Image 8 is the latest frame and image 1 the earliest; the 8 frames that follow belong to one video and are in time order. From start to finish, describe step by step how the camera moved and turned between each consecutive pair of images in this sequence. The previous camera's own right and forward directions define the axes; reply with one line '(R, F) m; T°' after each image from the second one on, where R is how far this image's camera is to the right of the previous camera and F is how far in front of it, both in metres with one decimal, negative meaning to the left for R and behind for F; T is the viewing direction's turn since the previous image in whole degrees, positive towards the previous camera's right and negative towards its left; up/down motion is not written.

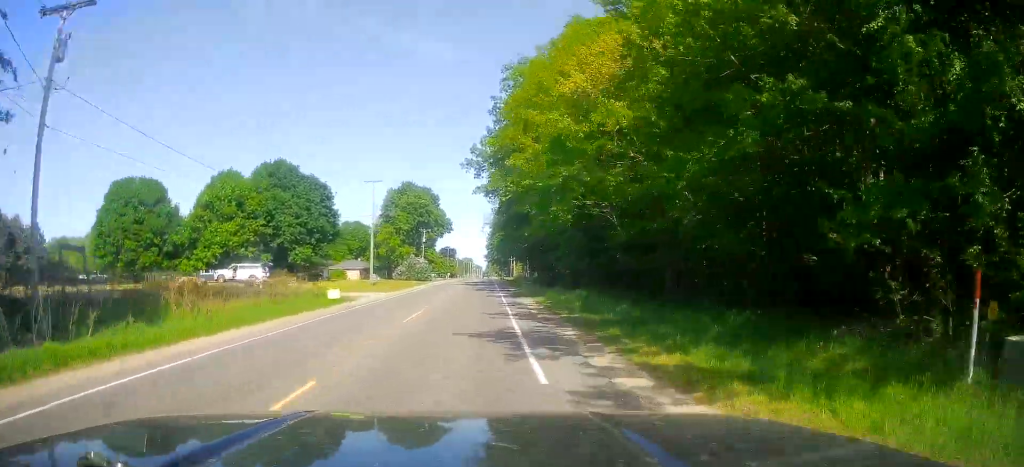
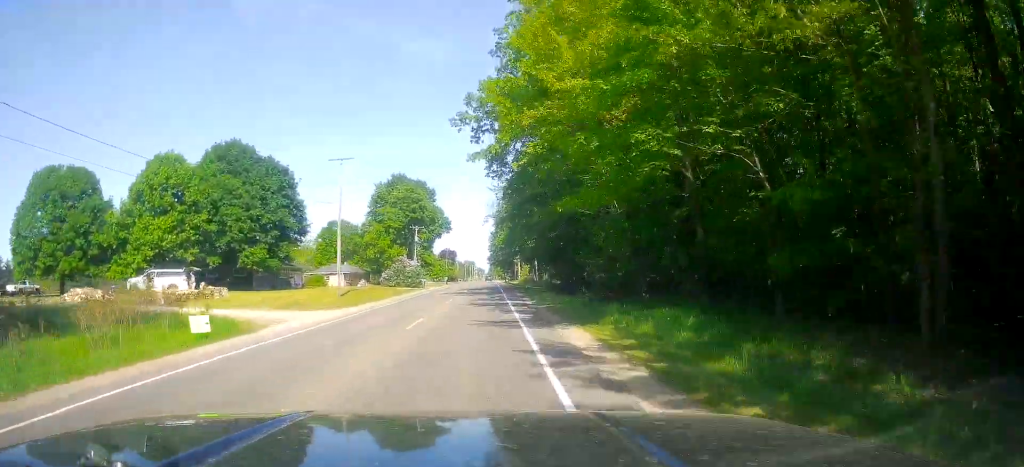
(-0.2, +16.3) m; 0°
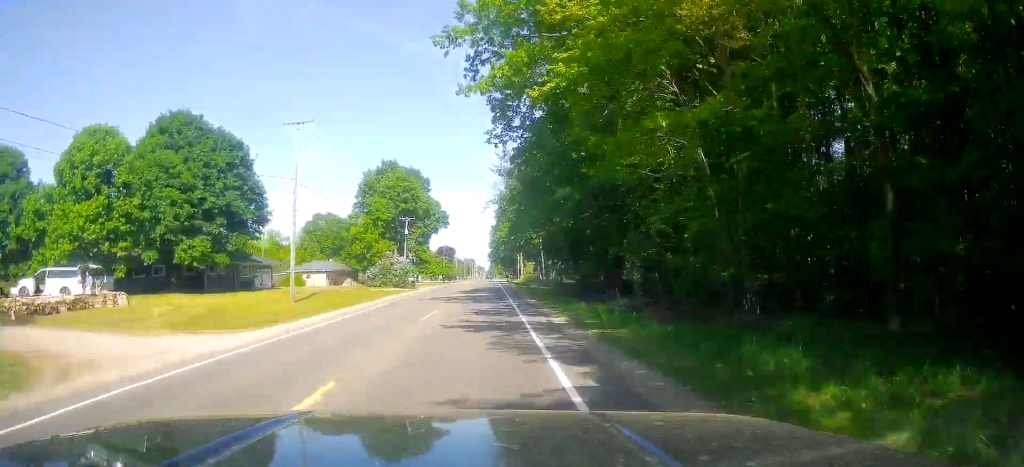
(+0.3, +12.7) m; 0°
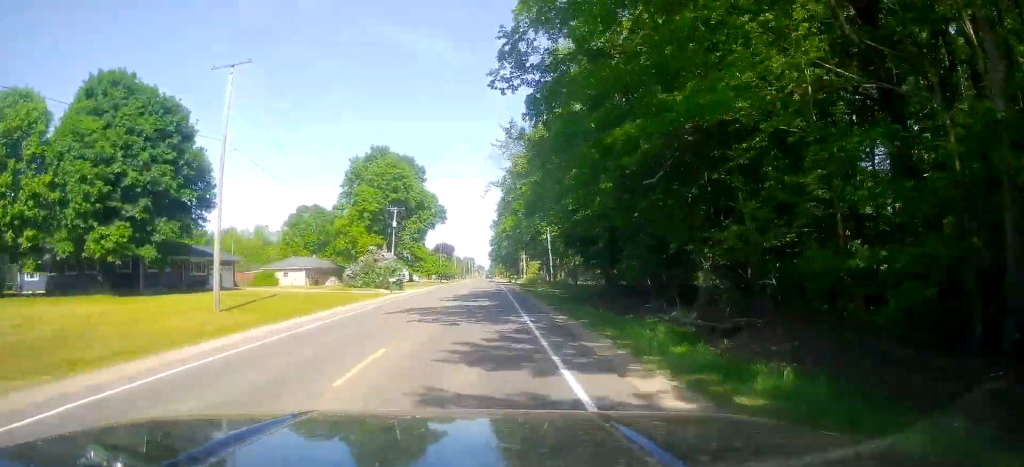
(+0.2, +11.8) m; 0°
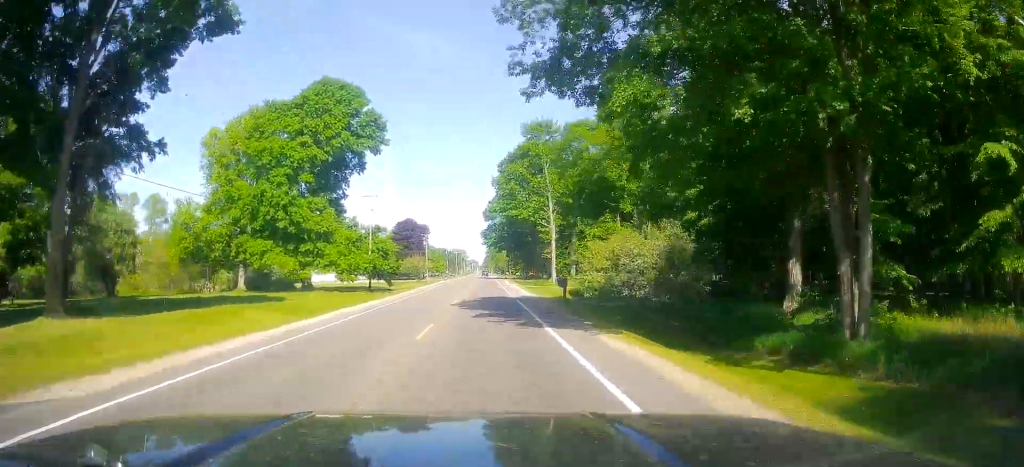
(-2.7, +85.5) m; 0°
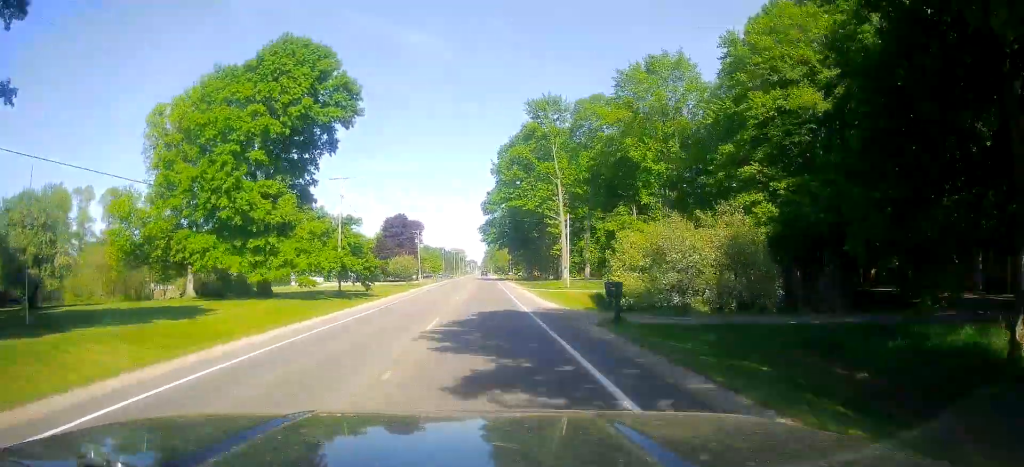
(+0.3, +13.0) m; 0°
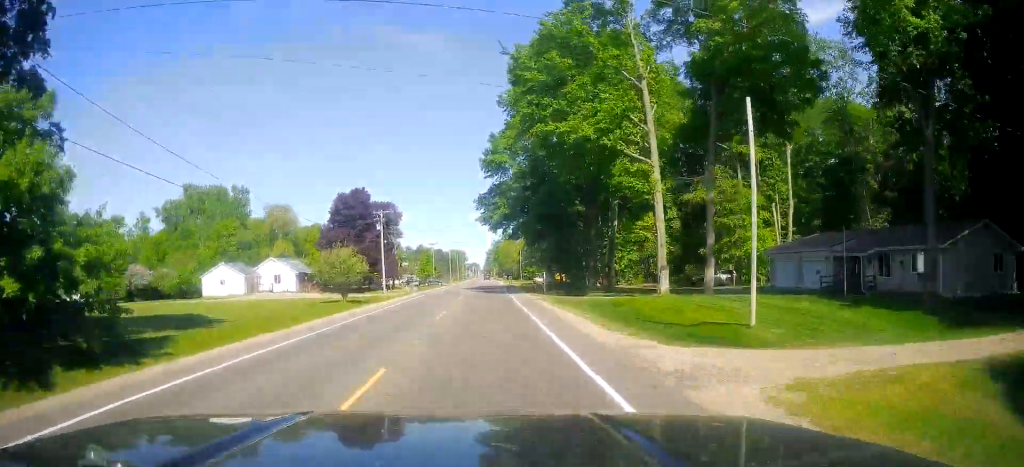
(-0.4, +41.8) m; -1°
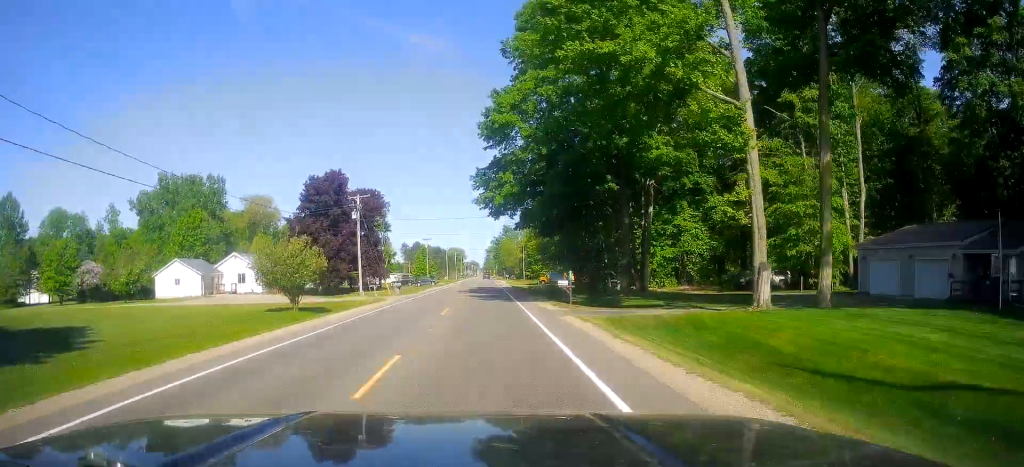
(0.0, +13.0) m; +1°
